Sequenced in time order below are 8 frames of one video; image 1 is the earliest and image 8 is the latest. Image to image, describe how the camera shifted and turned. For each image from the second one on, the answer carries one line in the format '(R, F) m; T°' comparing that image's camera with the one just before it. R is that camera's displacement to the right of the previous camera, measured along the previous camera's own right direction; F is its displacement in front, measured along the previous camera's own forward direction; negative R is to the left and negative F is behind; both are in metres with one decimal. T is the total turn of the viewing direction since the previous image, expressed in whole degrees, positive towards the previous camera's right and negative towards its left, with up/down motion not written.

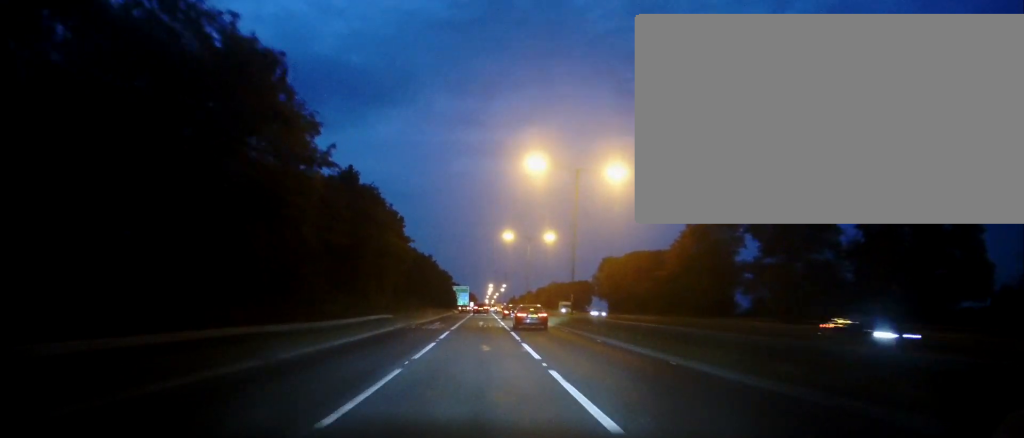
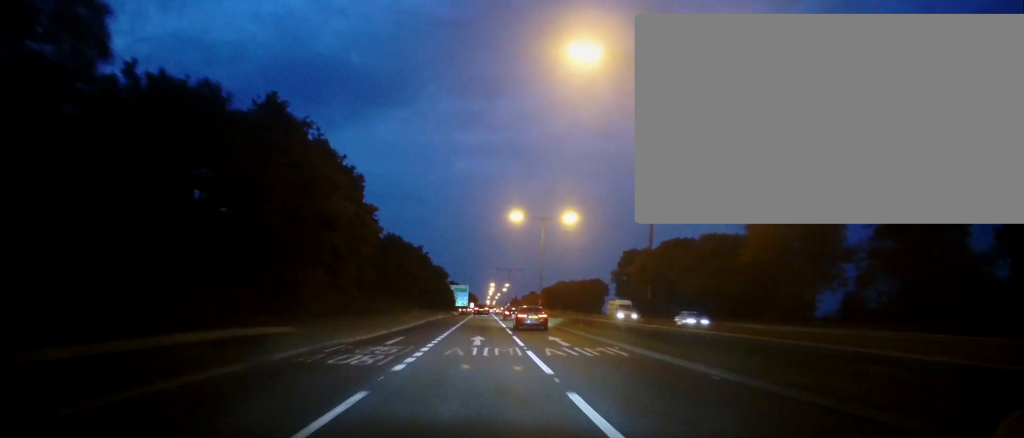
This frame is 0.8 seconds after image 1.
(+0.1, +20.8) m; 0°
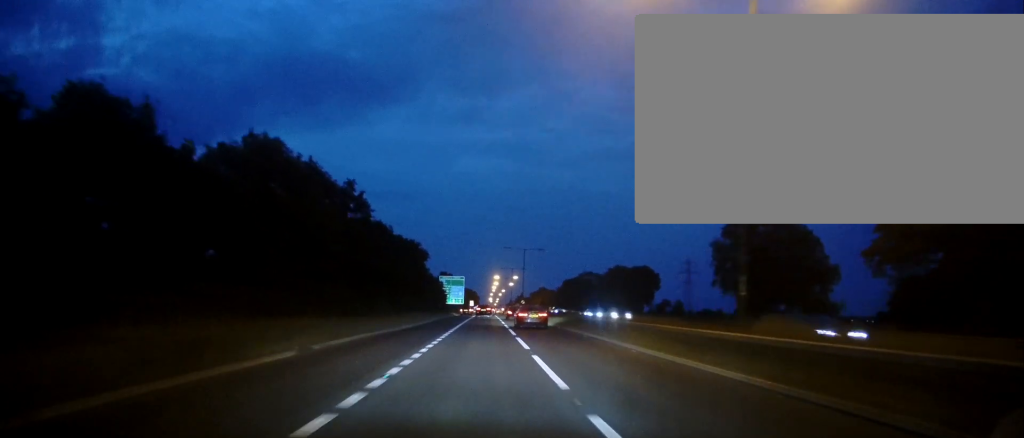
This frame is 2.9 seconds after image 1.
(-0.6, +56.3) m; -1°
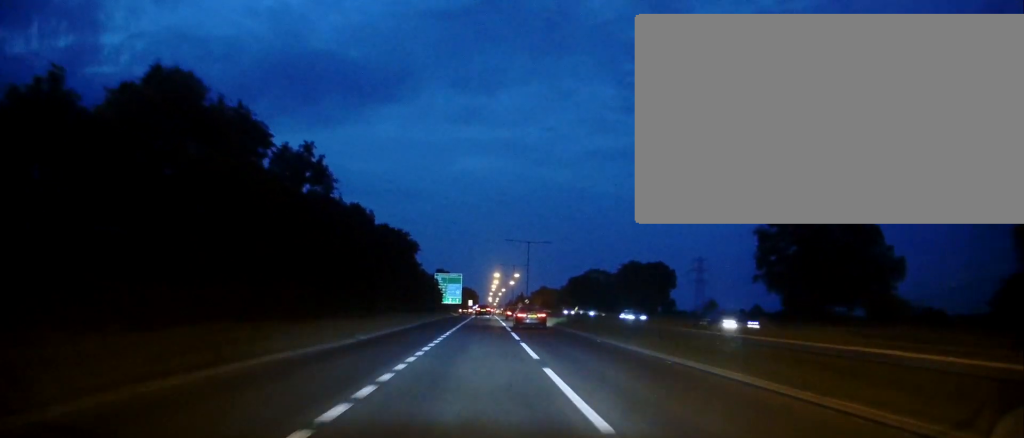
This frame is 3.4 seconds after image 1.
(0.0, +12.4) m; 0°
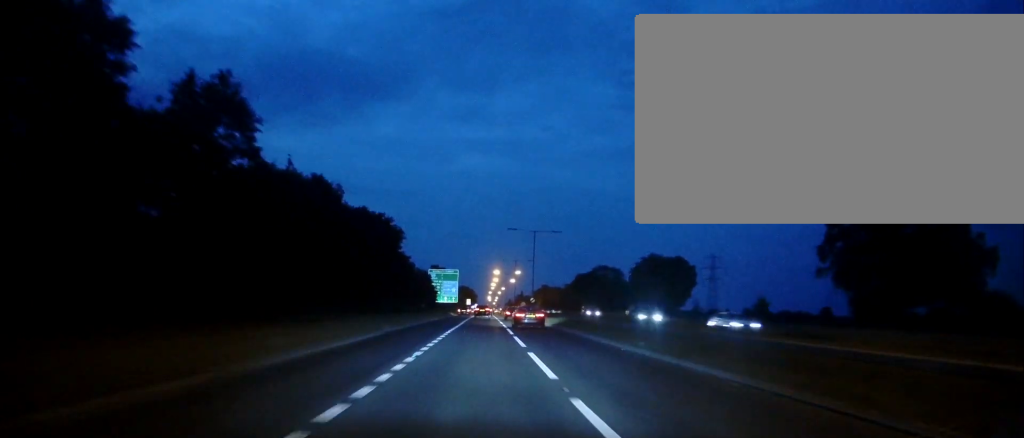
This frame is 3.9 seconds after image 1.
(0.0, +13.2) m; 0°
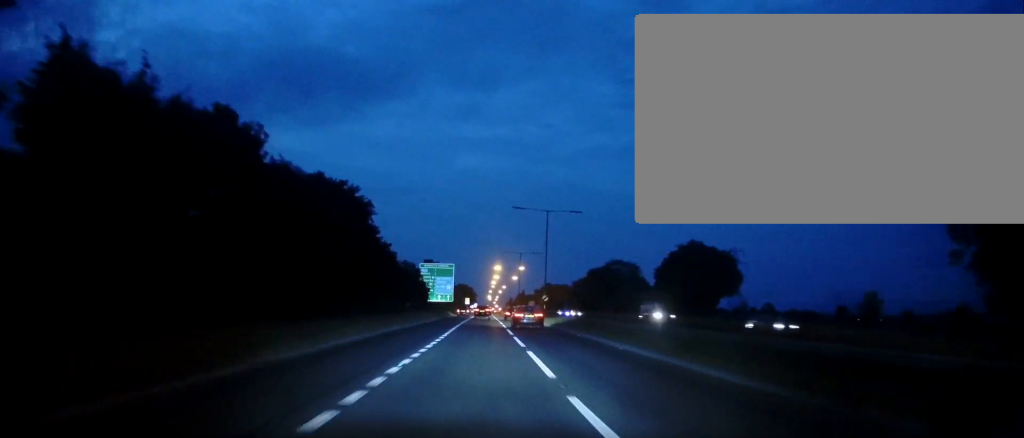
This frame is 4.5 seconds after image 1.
(+0.1, +17.6) m; 0°
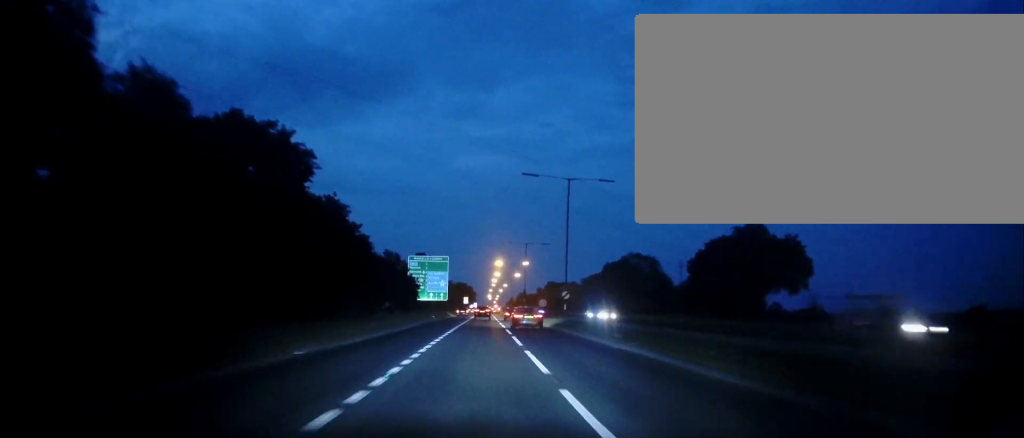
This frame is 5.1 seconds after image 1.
(-0.1, +16.3) m; 0°
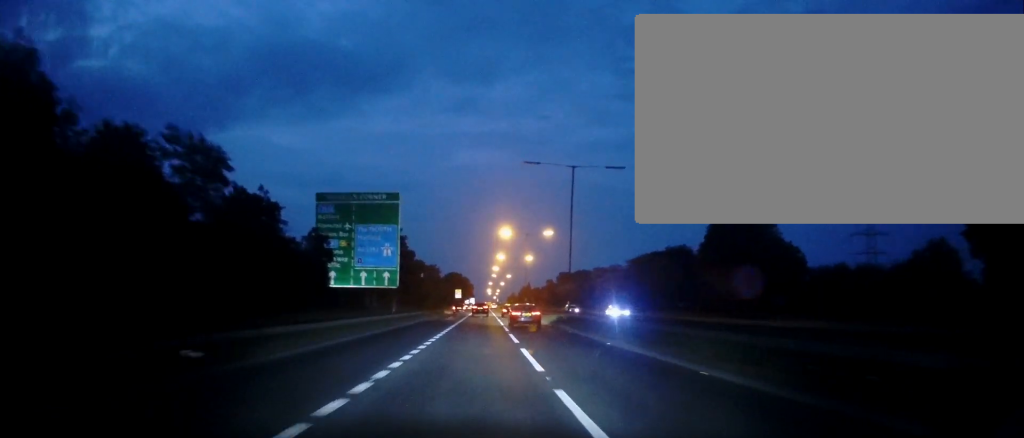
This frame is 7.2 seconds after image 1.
(-0.1, +54.1) m; 0°
